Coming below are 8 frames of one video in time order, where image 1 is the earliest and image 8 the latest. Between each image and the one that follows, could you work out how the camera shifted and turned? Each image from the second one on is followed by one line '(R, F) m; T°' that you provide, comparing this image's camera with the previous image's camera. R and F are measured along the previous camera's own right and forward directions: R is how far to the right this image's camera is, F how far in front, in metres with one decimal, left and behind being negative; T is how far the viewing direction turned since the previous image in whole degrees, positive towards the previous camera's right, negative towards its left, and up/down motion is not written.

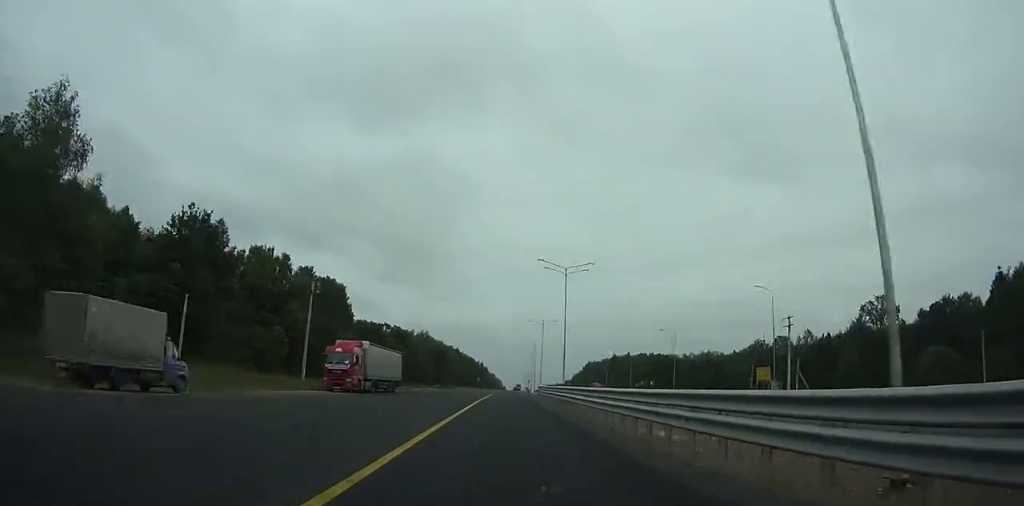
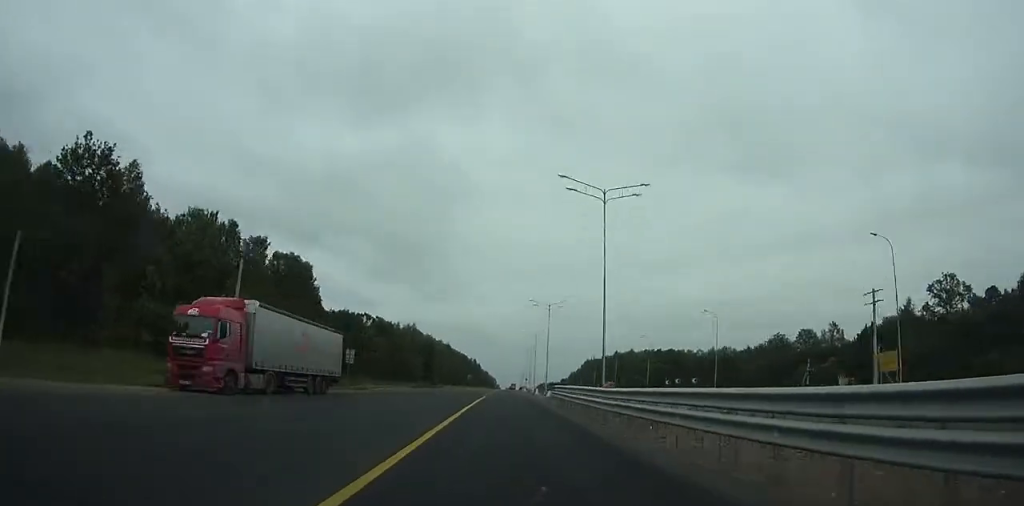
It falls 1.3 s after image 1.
(-0.3, +20.7) m; 0°
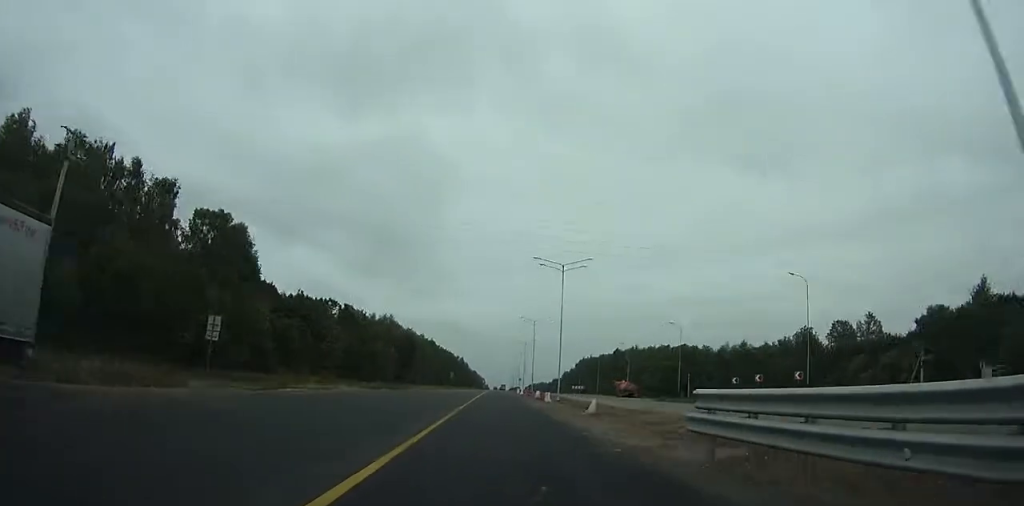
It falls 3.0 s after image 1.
(+0.2, +27.7) m; 0°
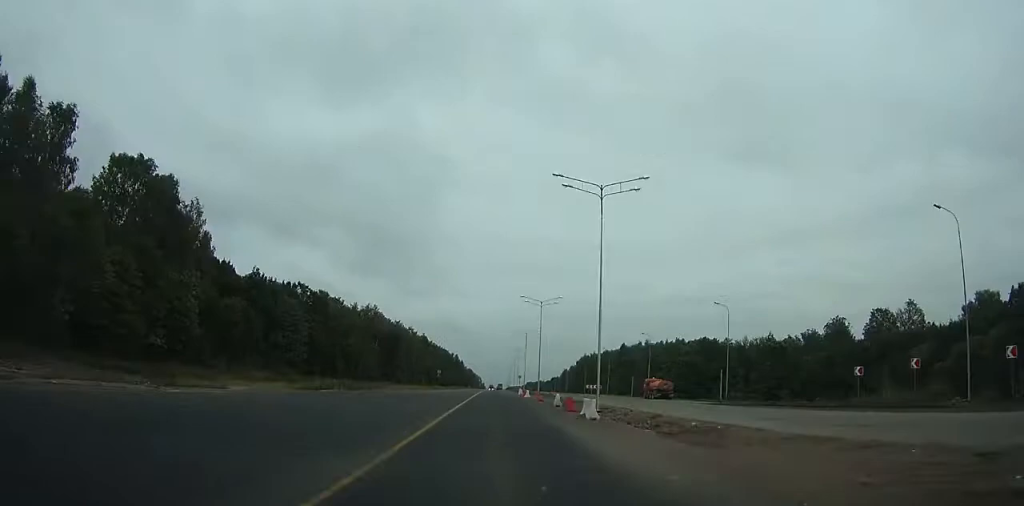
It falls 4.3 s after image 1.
(0.0, +21.2) m; 0°
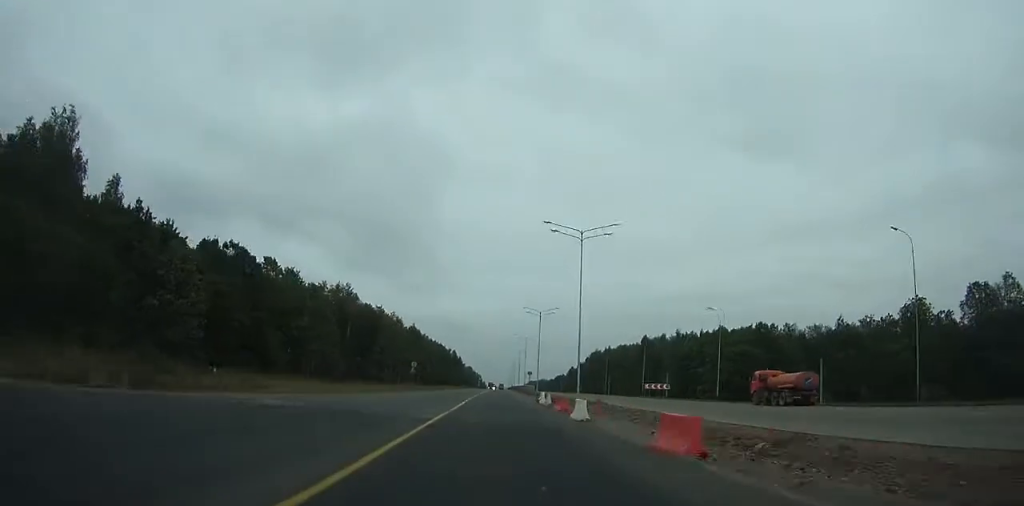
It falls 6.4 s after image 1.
(+0.3, +34.6) m; 0°
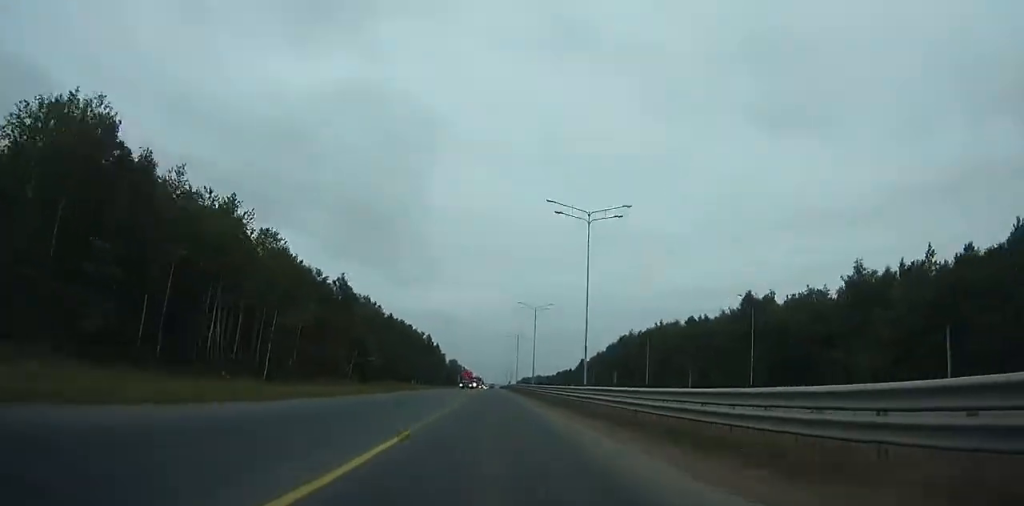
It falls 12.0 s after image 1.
(+0.9, +95.0) m; +2°
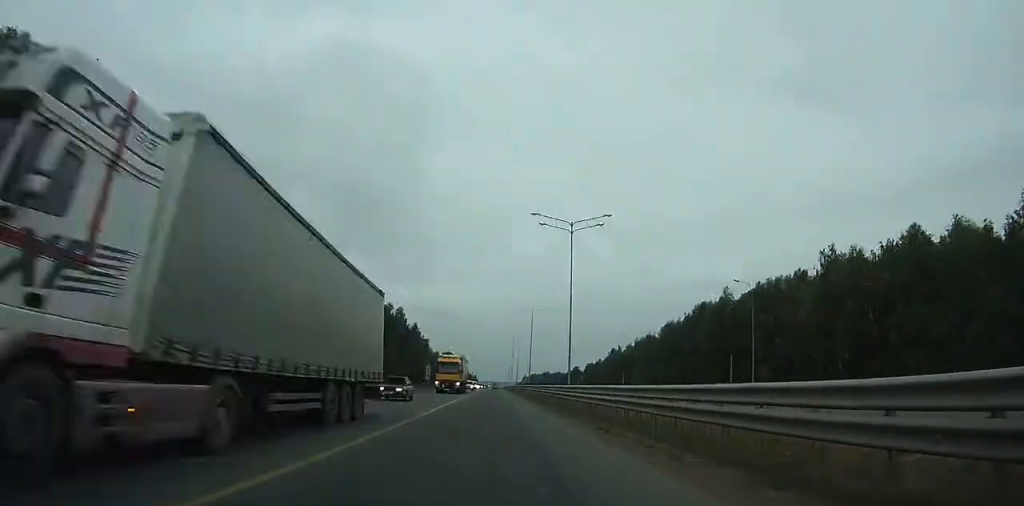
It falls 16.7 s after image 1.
(+0.4, +85.5) m; -1°
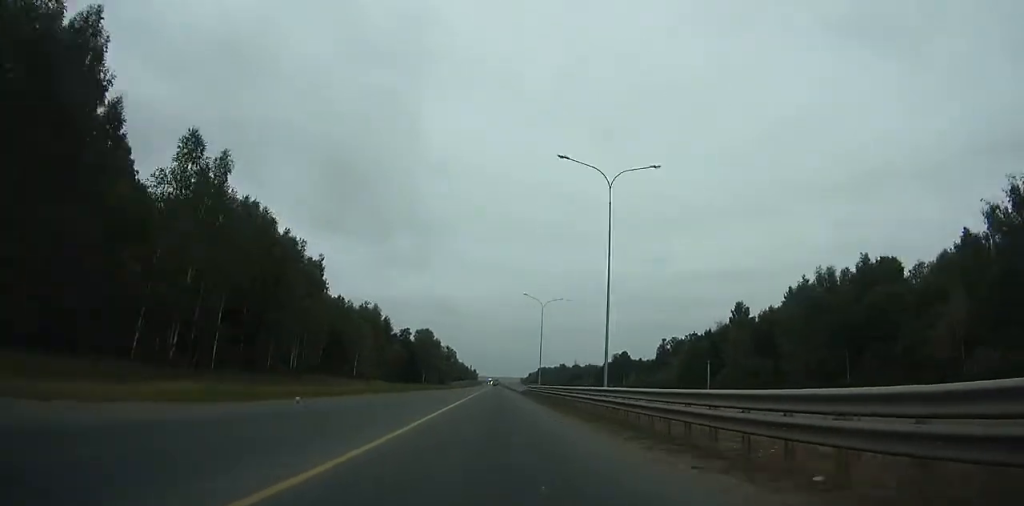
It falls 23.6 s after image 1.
(-0.2, +139.6) m; 0°
